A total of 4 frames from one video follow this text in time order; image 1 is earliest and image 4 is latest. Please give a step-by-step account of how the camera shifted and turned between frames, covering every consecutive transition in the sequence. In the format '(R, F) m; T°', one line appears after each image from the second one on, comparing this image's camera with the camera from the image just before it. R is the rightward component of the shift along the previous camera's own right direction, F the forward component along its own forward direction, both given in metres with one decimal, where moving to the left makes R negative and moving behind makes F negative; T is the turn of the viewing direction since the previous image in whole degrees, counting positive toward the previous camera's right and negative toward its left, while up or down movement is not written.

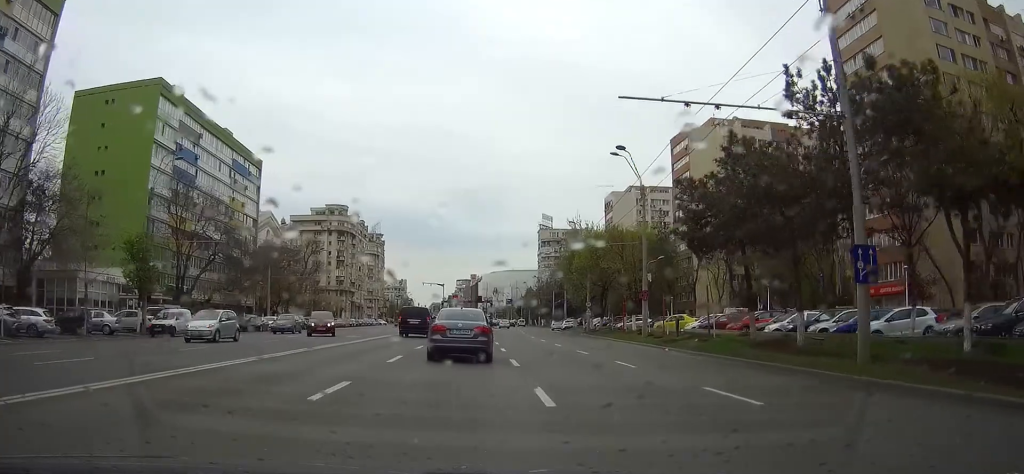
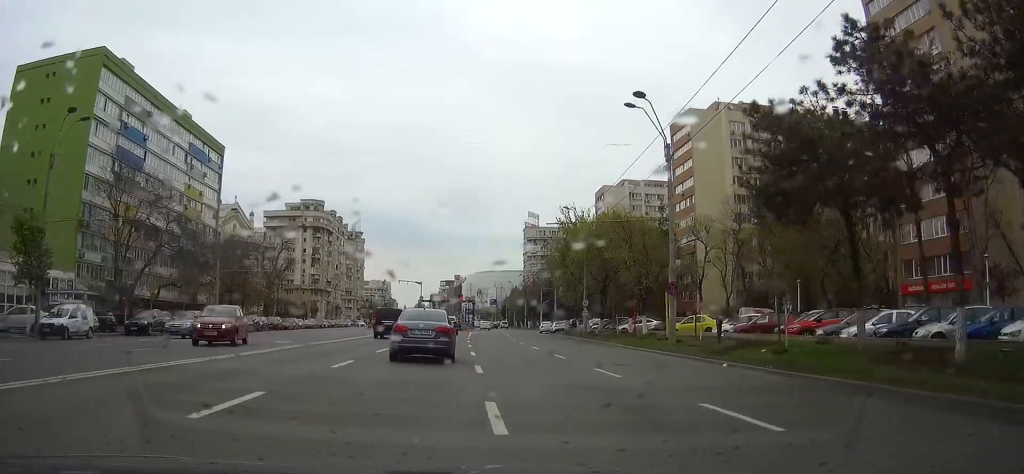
(+0.2, +11.0) m; +1°
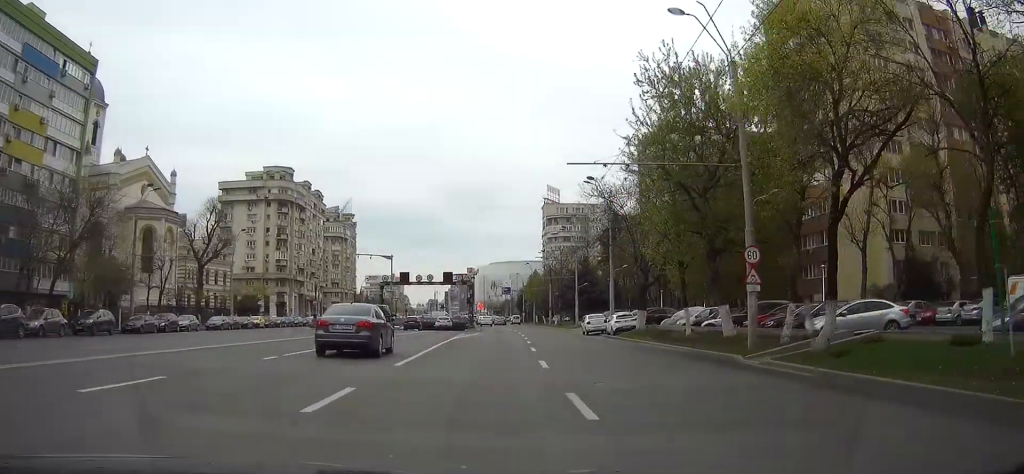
(+0.3, +41.9) m; 0°
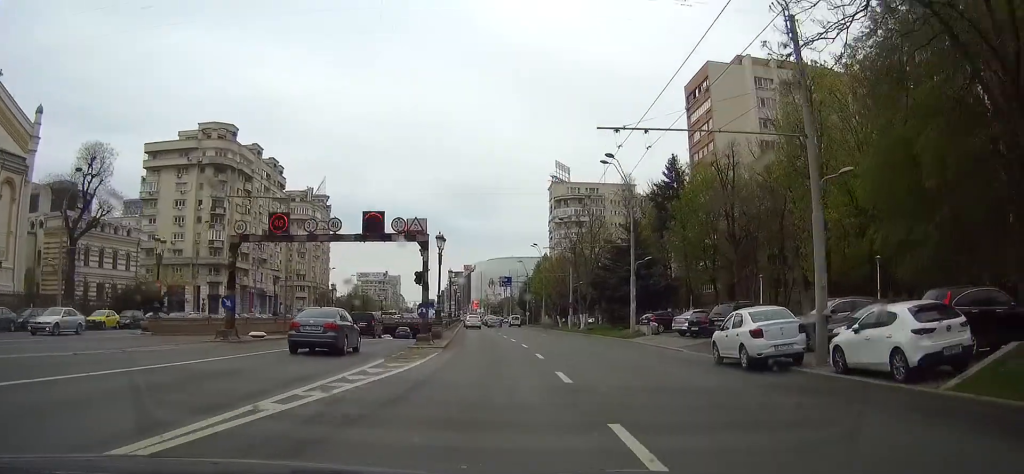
(-0.2, +37.5) m; 0°
